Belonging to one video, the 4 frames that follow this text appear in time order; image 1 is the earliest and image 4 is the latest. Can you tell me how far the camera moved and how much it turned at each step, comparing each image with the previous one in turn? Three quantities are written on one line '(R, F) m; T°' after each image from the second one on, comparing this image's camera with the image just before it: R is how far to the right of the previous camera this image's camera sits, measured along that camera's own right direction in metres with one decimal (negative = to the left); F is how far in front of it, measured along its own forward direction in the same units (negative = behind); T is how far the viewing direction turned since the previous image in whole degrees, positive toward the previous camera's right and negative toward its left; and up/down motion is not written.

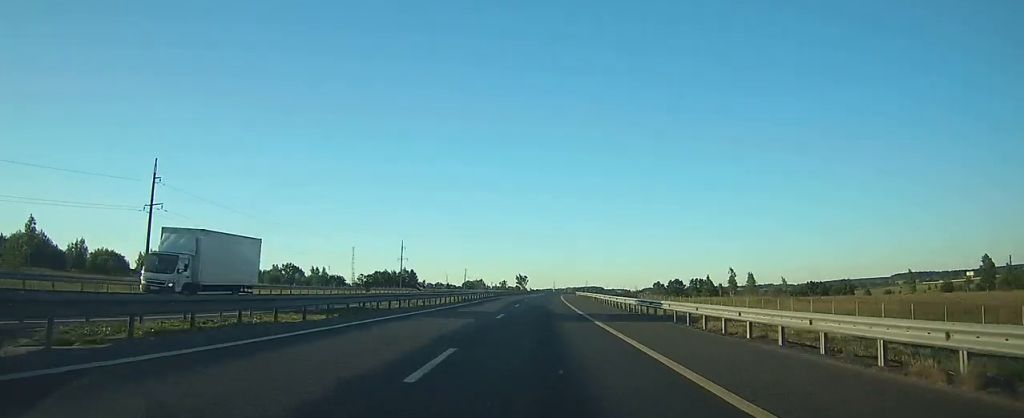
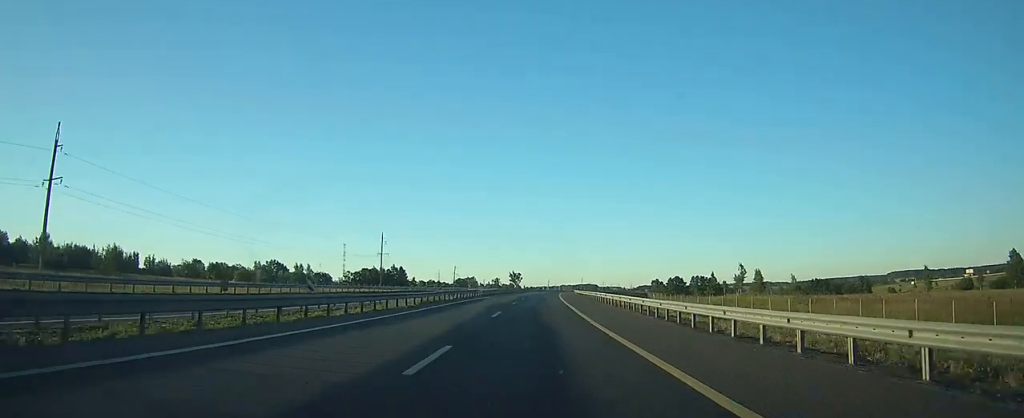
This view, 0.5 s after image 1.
(+0.1, +15.4) m; +1°
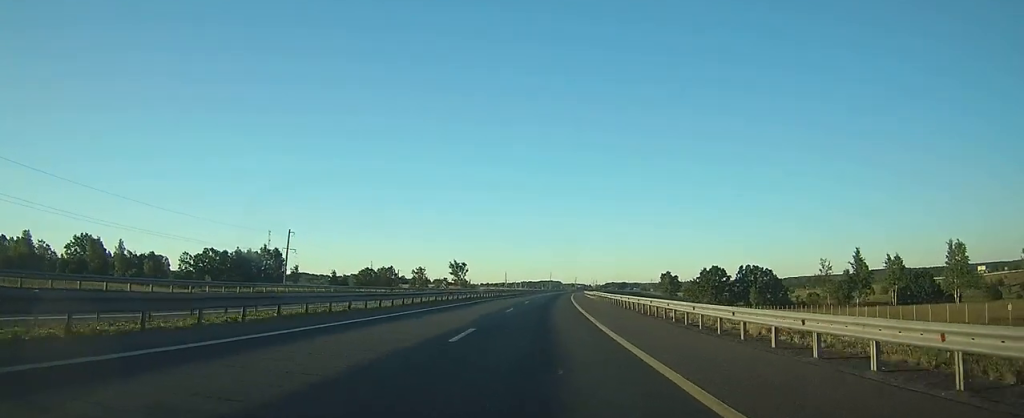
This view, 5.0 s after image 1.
(+4.5, +139.0) m; +4°
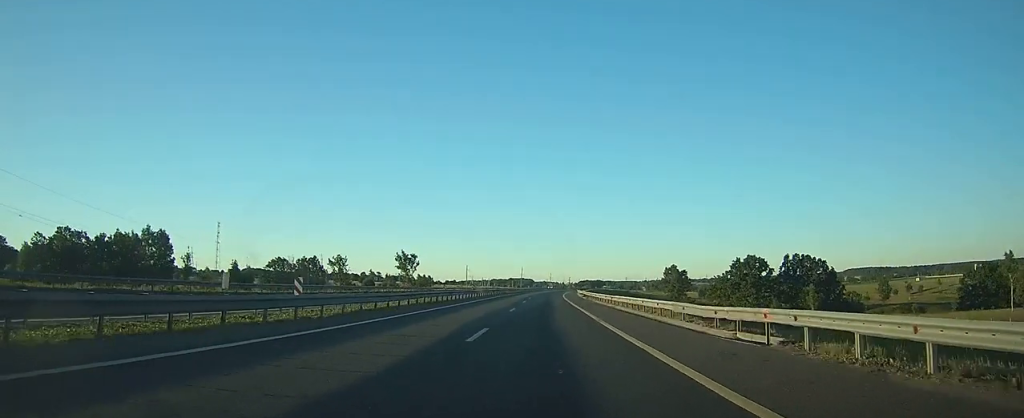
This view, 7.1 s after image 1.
(+1.1, +63.8) m; +2°
